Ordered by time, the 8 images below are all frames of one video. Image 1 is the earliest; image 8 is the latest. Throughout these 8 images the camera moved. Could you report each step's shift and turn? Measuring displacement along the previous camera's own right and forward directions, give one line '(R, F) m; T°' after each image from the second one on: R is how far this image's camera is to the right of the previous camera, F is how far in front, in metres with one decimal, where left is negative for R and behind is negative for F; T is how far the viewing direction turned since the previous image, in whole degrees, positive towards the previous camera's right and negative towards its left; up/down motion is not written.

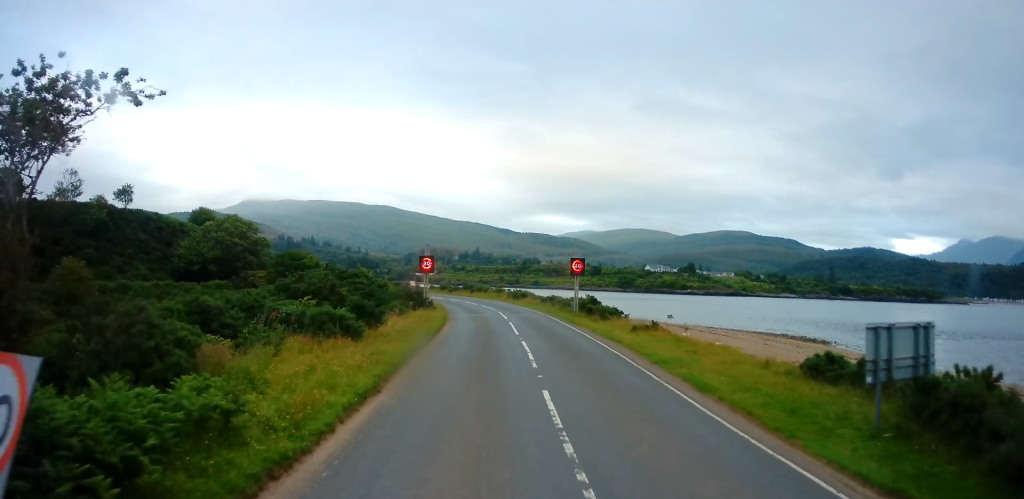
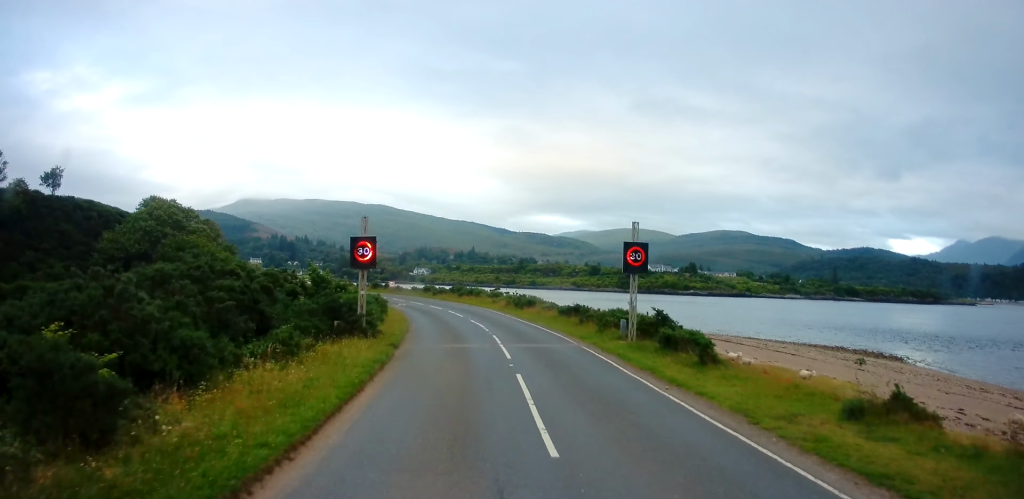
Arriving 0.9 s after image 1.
(+0.5, +15.2) m; 0°
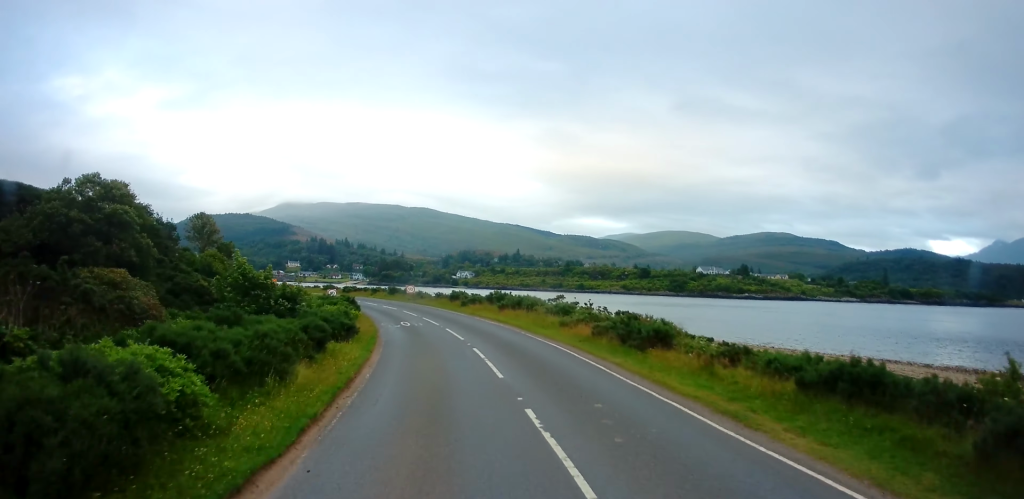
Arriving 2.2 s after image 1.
(-1.0, +20.2) m; -6°
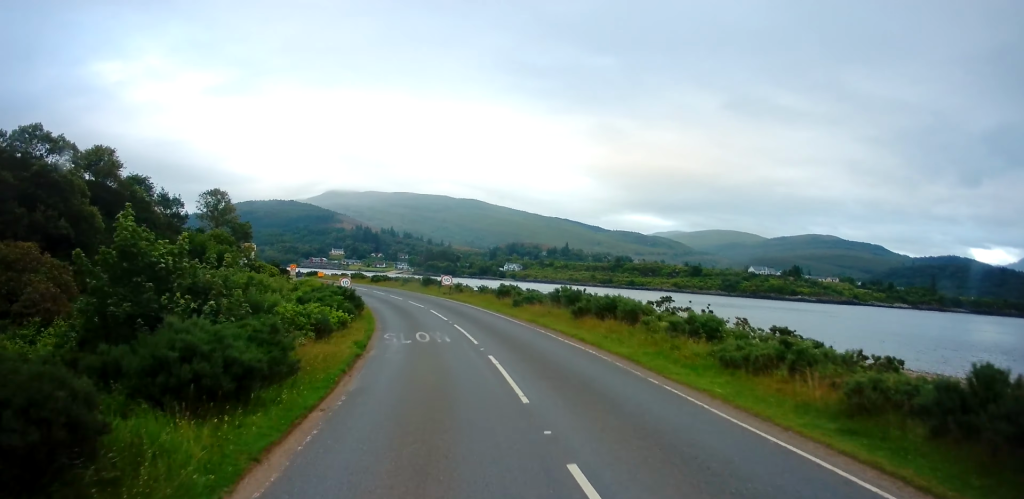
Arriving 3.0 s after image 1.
(-0.3, +12.5) m; -5°
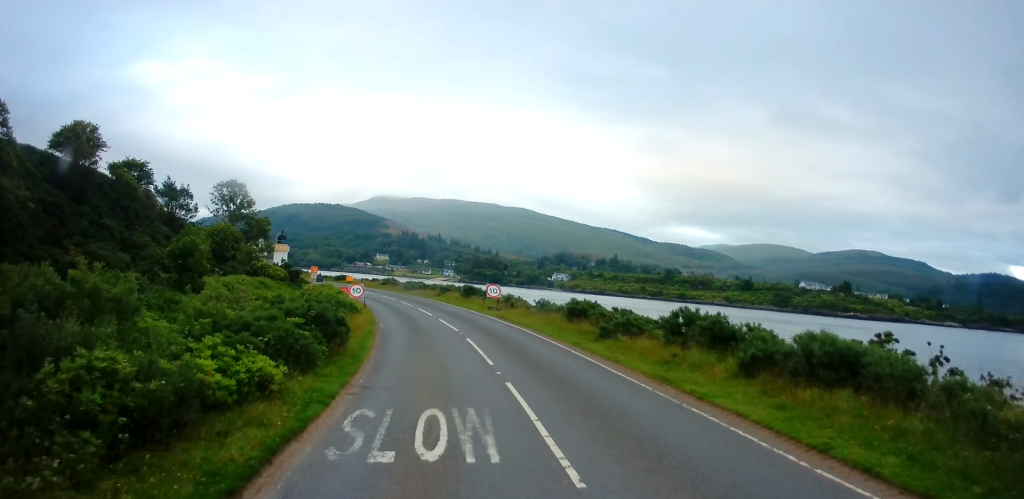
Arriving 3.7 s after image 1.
(-0.7, +11.3) m; -6°
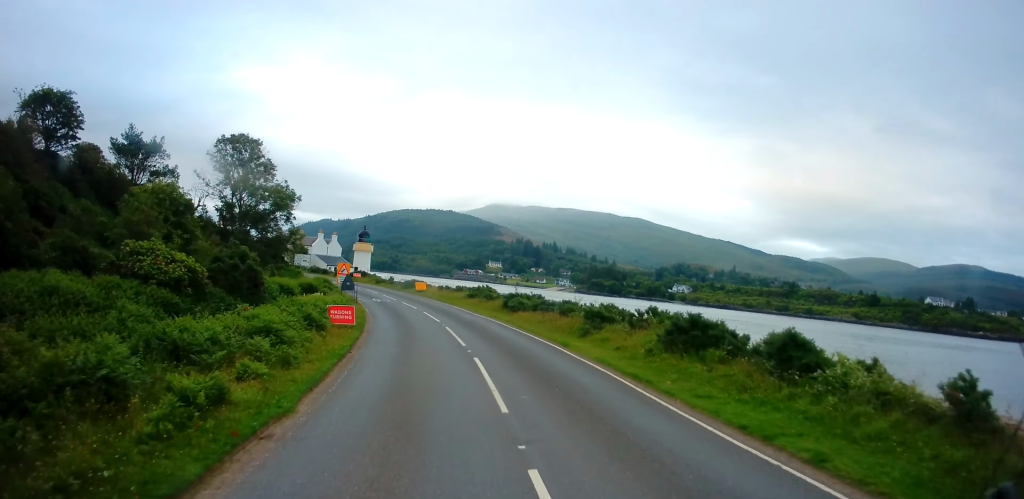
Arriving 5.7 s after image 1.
(-2.9, +31.0) m; -9°
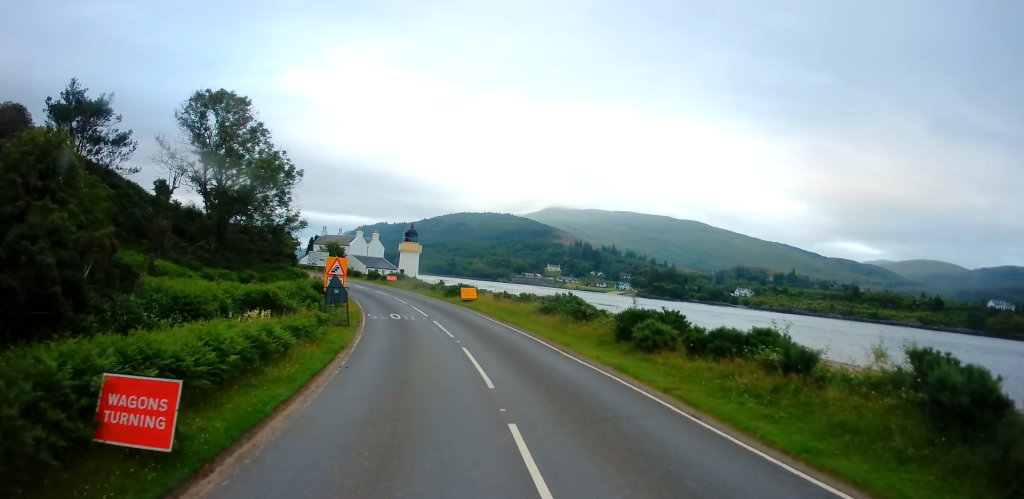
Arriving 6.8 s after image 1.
(-0.8, +15.6) m; -6°
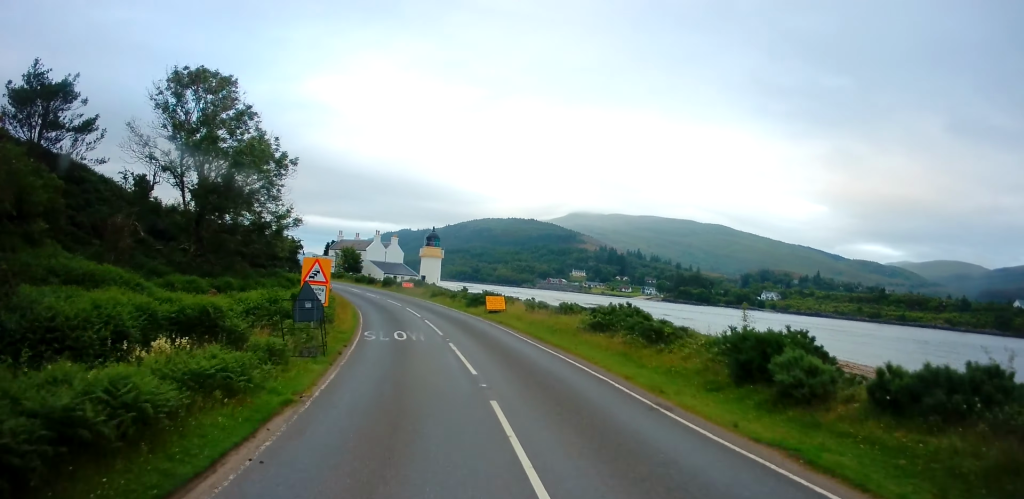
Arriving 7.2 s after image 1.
(-0.3, +6.5) m; -3°
